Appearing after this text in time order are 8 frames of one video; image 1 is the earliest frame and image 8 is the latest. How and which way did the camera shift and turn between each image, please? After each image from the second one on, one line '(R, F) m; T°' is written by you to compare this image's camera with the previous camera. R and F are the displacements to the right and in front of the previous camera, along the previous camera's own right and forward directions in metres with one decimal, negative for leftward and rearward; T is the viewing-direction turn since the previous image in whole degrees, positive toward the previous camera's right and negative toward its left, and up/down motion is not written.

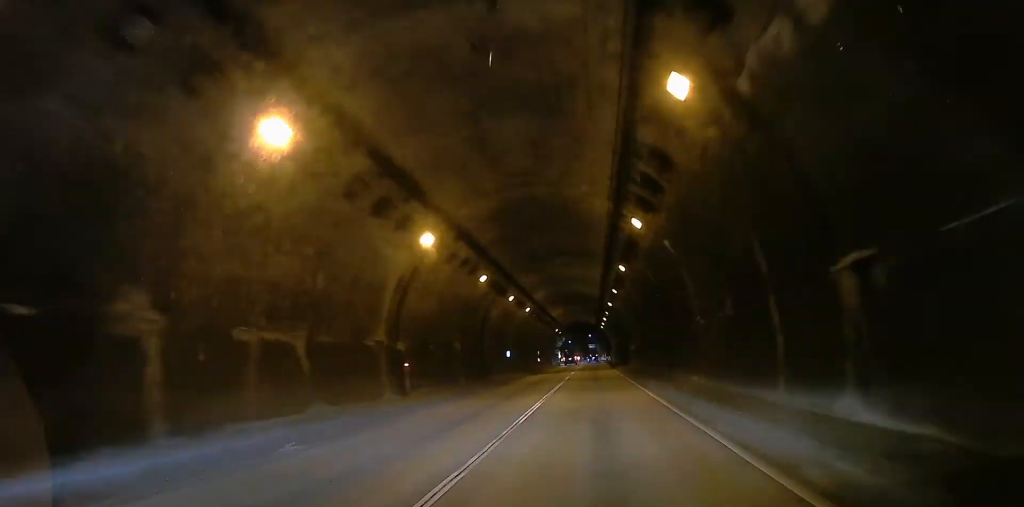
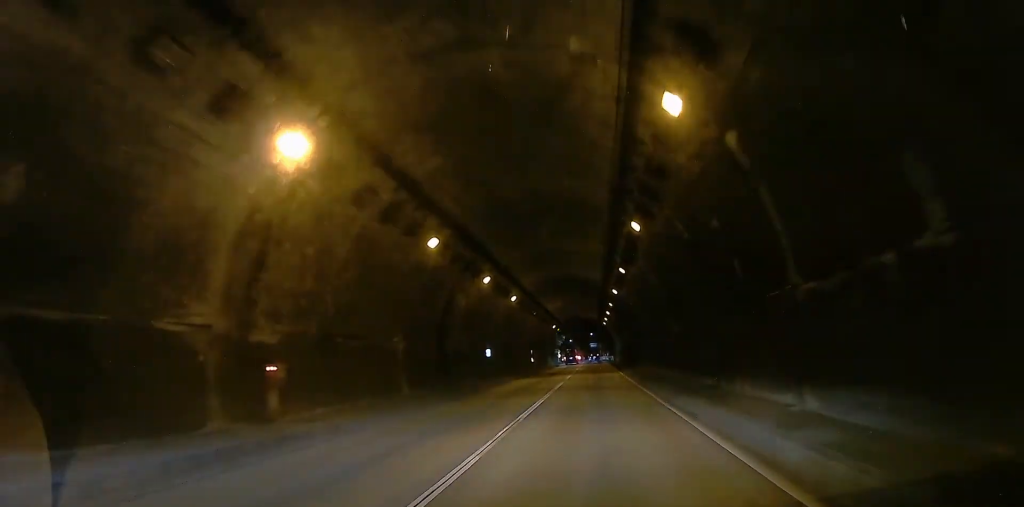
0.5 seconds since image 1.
(+0.2, +8.7) m; 0°
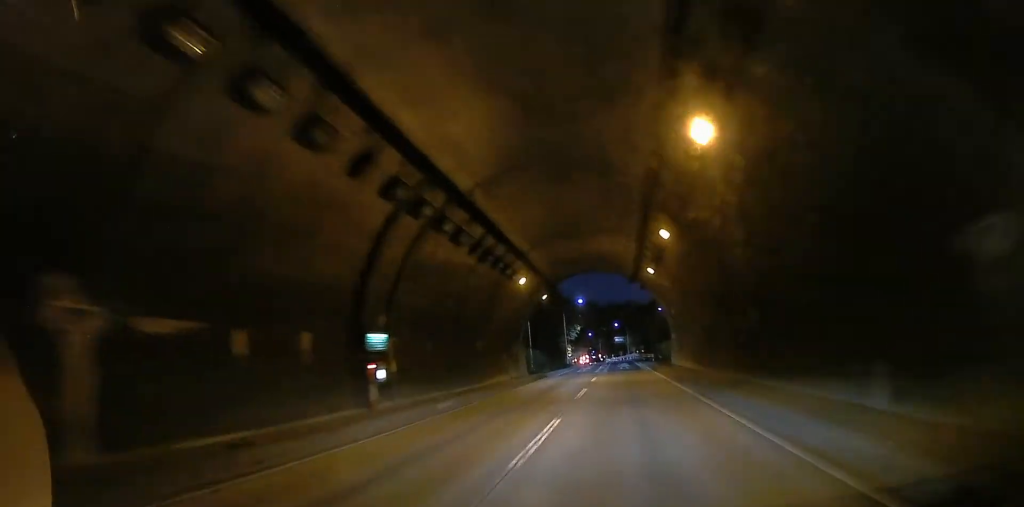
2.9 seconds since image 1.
(-1.3, +43.4) m; -2°
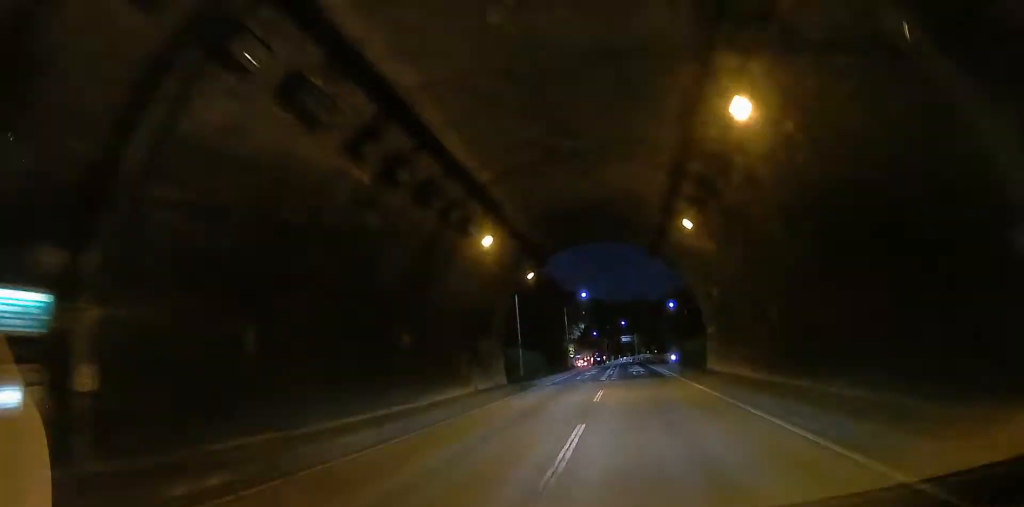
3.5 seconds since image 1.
(0.0, +10.1) m; 0°
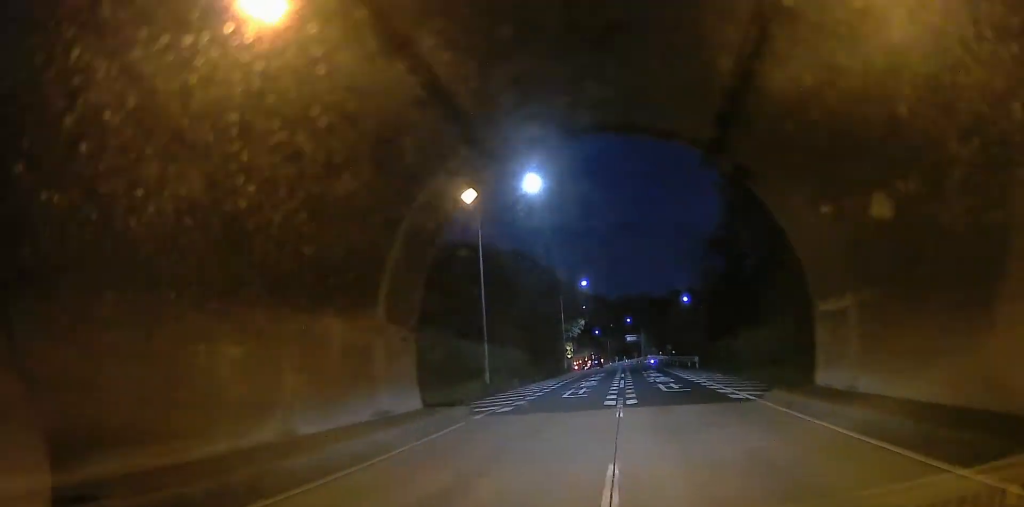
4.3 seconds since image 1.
(0.0, +13.4) m; 0°
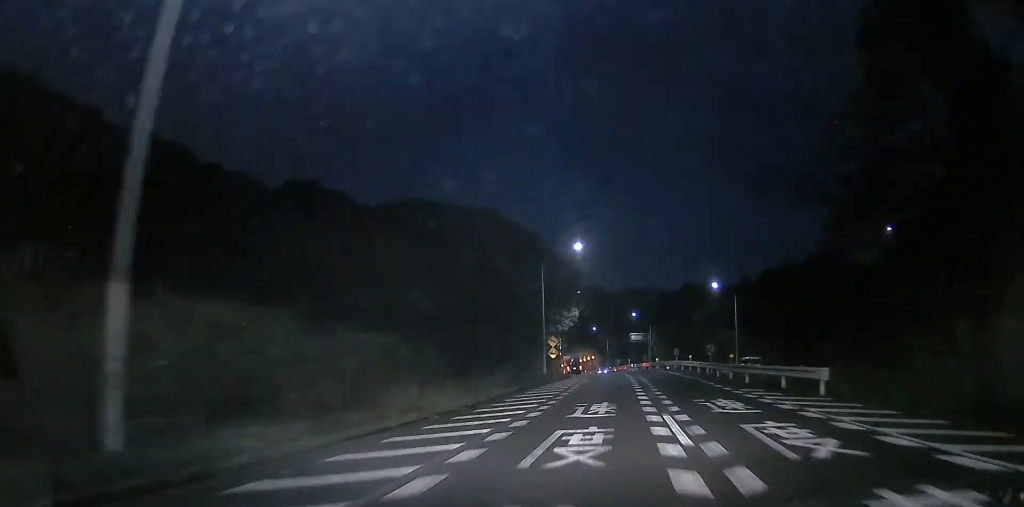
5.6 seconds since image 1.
(-0.2, +23.7) m; -2°
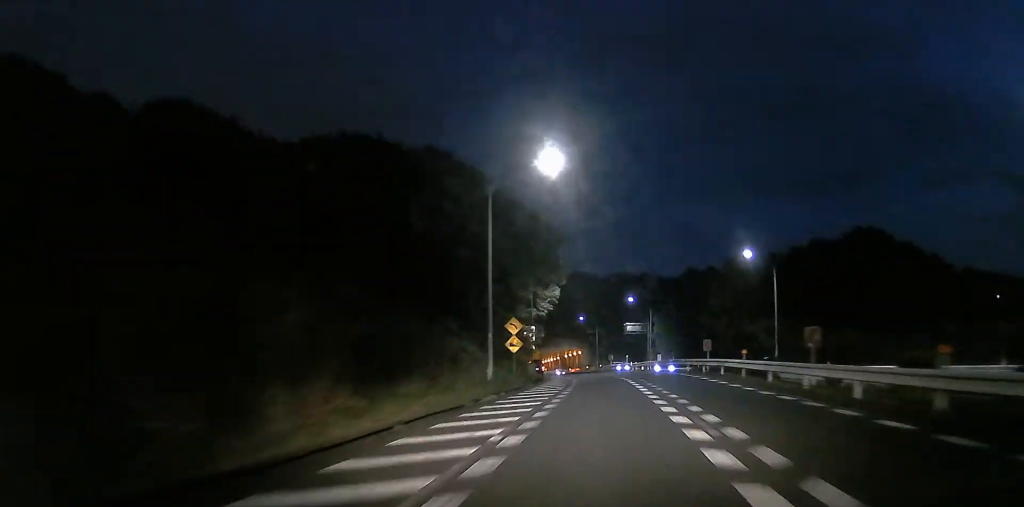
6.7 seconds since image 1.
(-0.3, +20.6) m; -1°
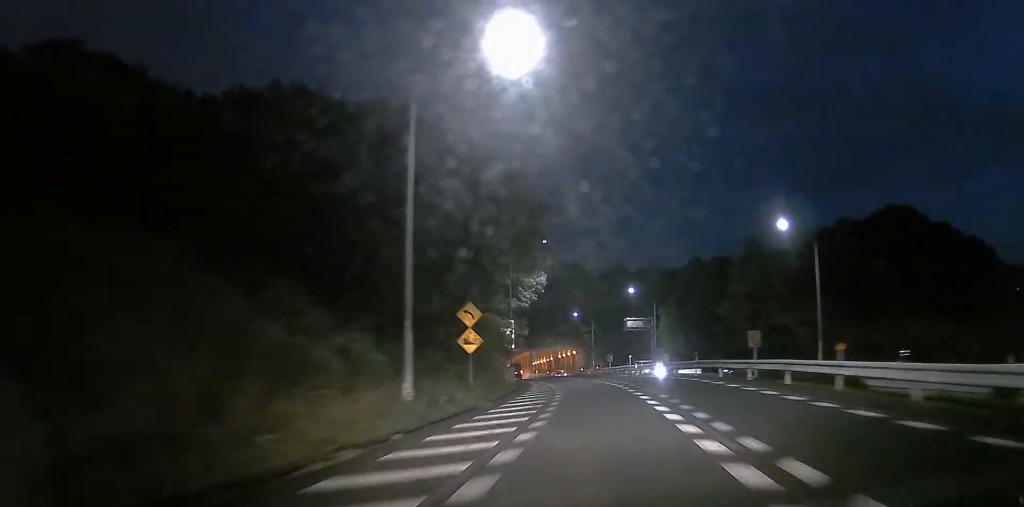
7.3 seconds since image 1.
(0.0, +11.5) m; 0°
